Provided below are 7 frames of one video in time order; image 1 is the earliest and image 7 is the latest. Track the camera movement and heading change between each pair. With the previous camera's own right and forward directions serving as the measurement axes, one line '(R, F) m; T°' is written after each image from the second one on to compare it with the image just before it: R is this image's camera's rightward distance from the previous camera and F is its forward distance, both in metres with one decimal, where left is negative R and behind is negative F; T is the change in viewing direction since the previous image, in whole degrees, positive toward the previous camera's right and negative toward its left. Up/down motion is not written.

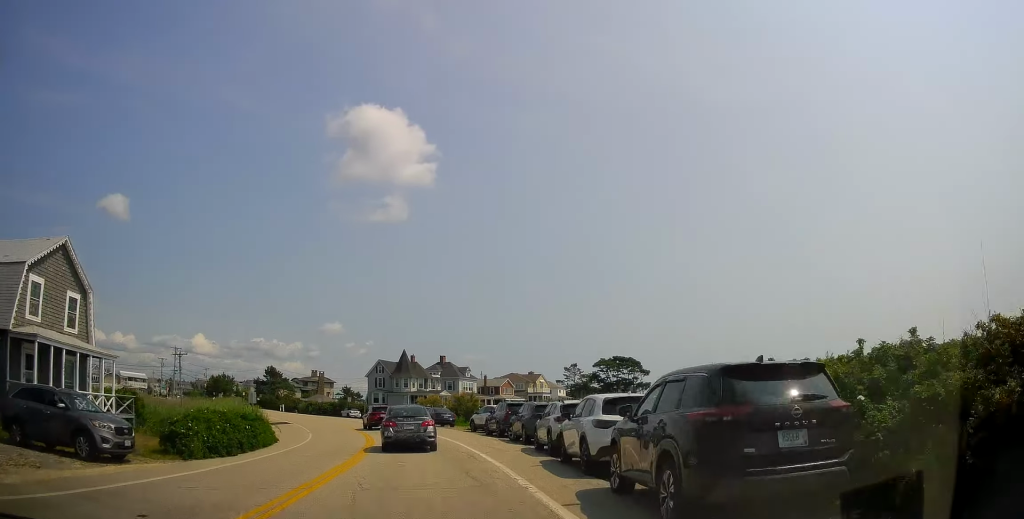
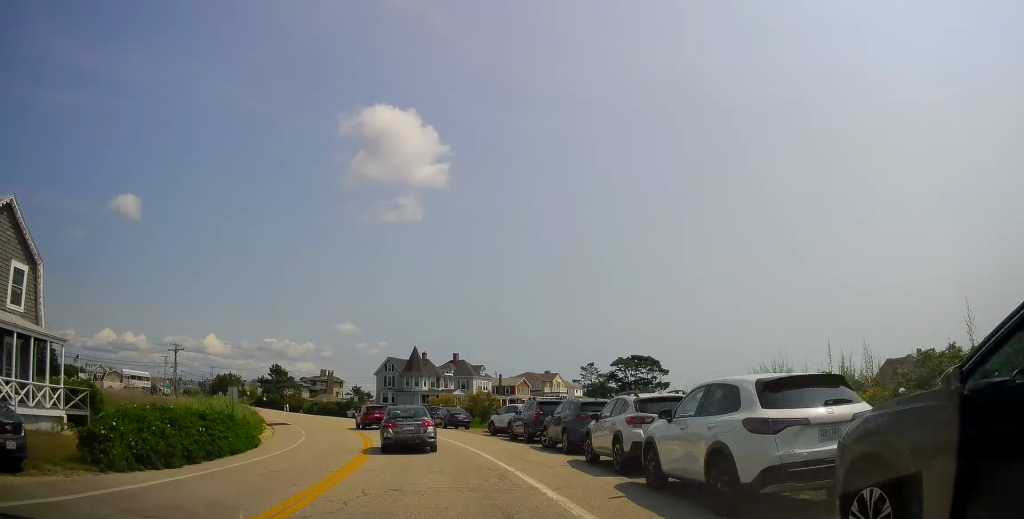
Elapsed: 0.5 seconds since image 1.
(0.0, +5.3) m; 0°
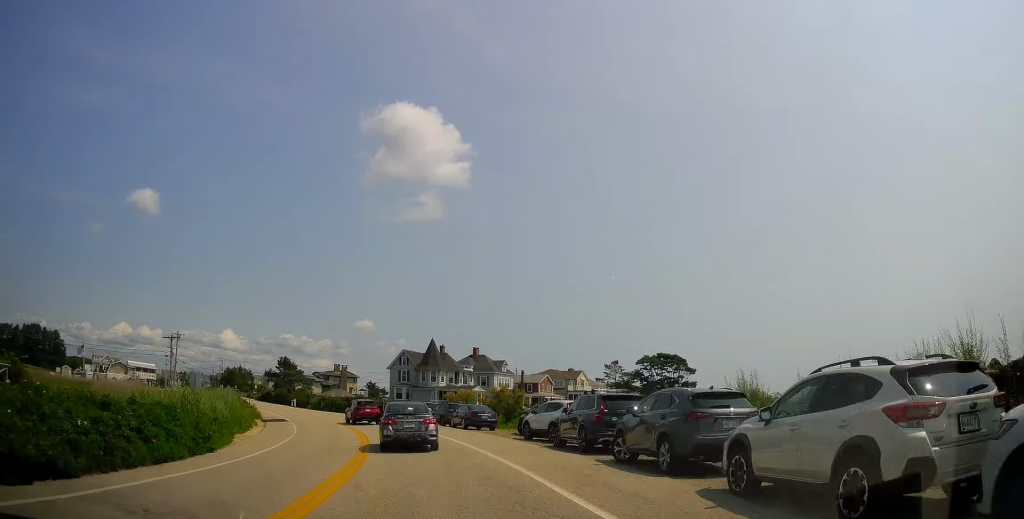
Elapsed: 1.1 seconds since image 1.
(0.0, +6.5) m; 0°
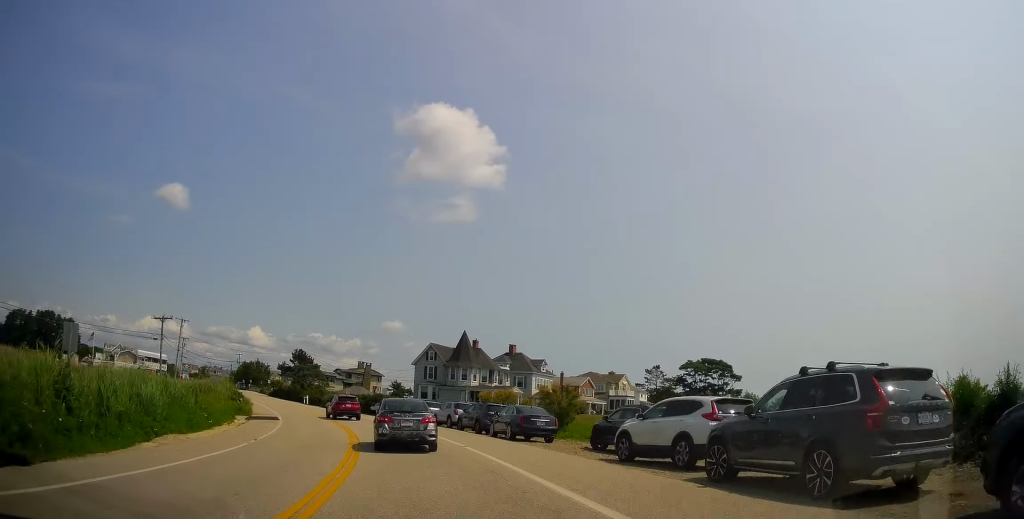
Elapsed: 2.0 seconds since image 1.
(0.0, +9.8) m; -3°
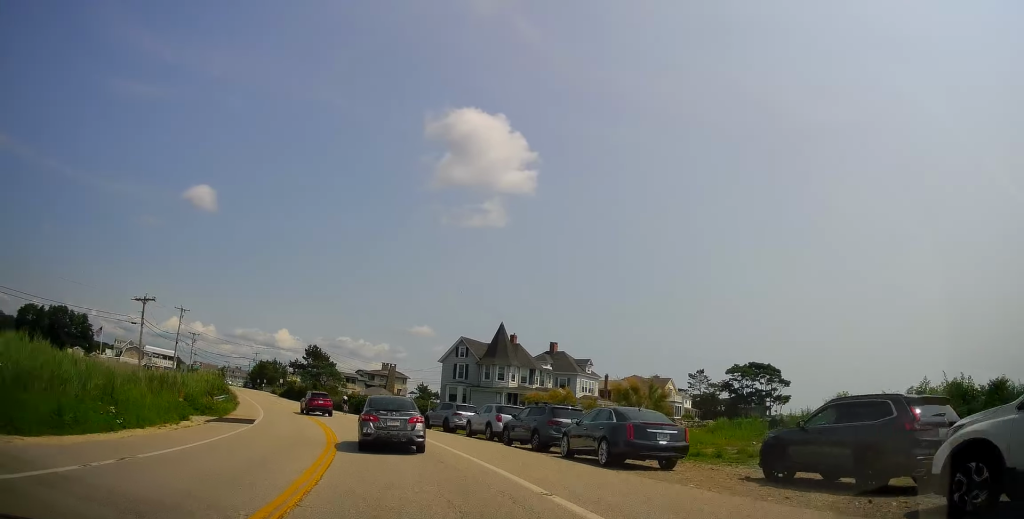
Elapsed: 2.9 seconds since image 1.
(-0.5, +10.1) m; -4°
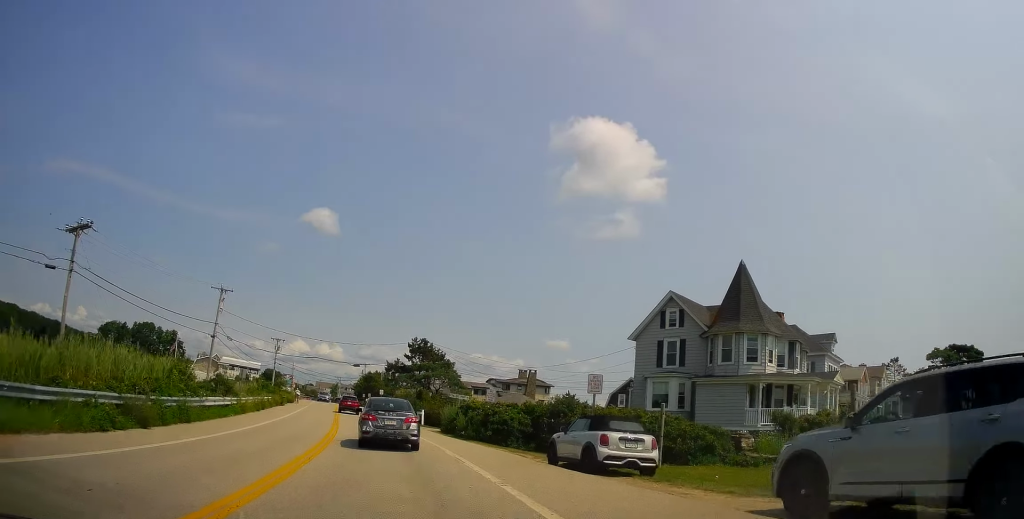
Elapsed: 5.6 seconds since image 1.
(-2.9, +26.9) m; -12°
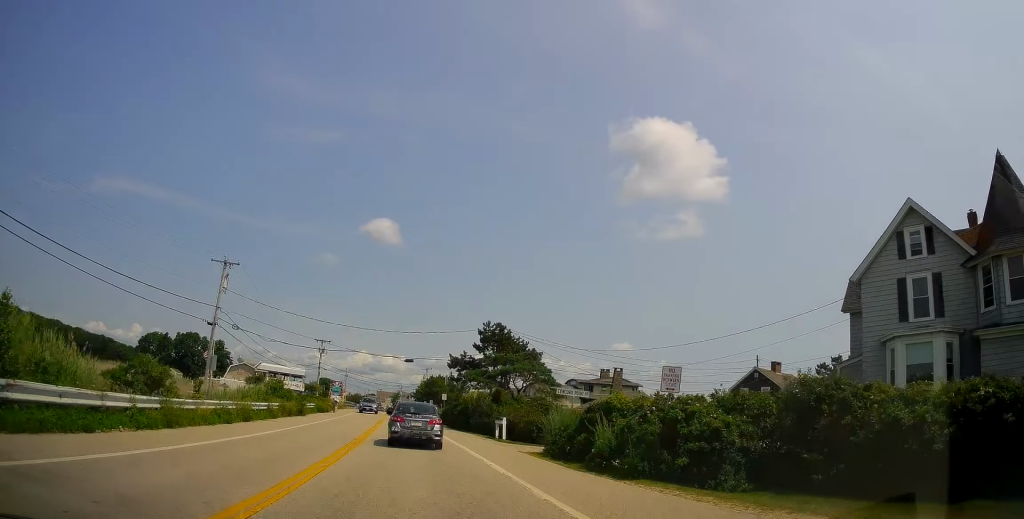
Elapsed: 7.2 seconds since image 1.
(-1.3, +15.6) m; -7°
